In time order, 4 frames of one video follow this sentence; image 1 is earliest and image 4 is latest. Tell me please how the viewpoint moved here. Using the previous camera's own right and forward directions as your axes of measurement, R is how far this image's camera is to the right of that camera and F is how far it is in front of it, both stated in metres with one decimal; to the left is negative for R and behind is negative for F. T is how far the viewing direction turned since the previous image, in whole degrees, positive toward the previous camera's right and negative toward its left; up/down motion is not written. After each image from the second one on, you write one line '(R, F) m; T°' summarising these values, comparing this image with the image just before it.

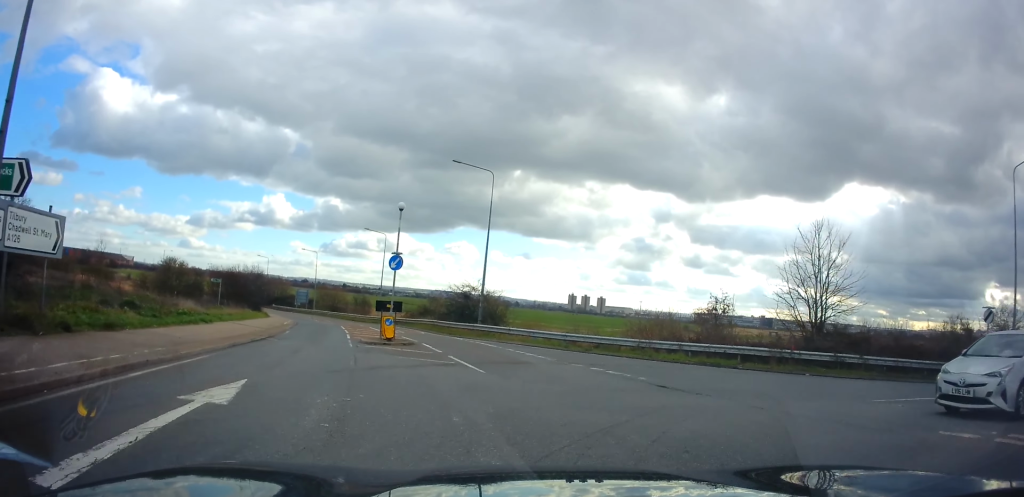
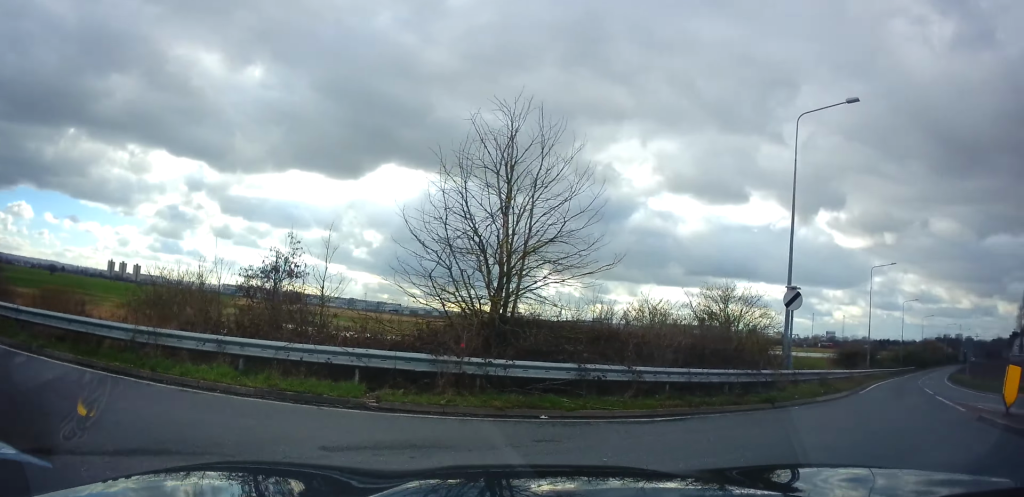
(+4.1, +12.8) m; +59°
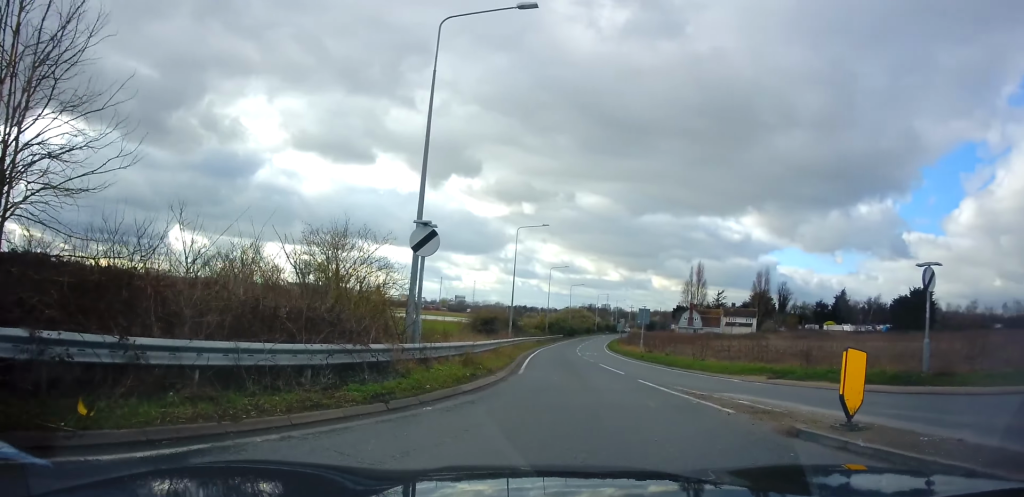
(+2.2, +4.9) m; +34°
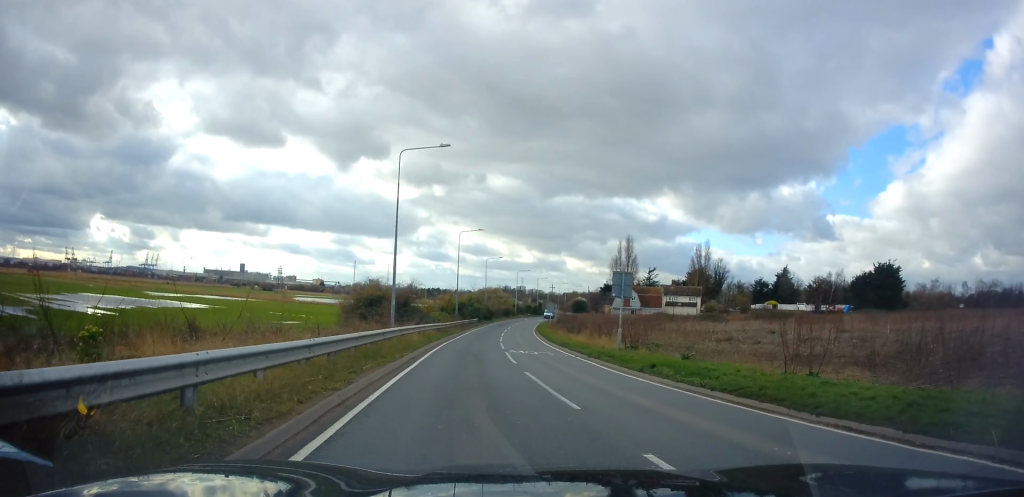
(+1.1, +17.5) m; +2°
